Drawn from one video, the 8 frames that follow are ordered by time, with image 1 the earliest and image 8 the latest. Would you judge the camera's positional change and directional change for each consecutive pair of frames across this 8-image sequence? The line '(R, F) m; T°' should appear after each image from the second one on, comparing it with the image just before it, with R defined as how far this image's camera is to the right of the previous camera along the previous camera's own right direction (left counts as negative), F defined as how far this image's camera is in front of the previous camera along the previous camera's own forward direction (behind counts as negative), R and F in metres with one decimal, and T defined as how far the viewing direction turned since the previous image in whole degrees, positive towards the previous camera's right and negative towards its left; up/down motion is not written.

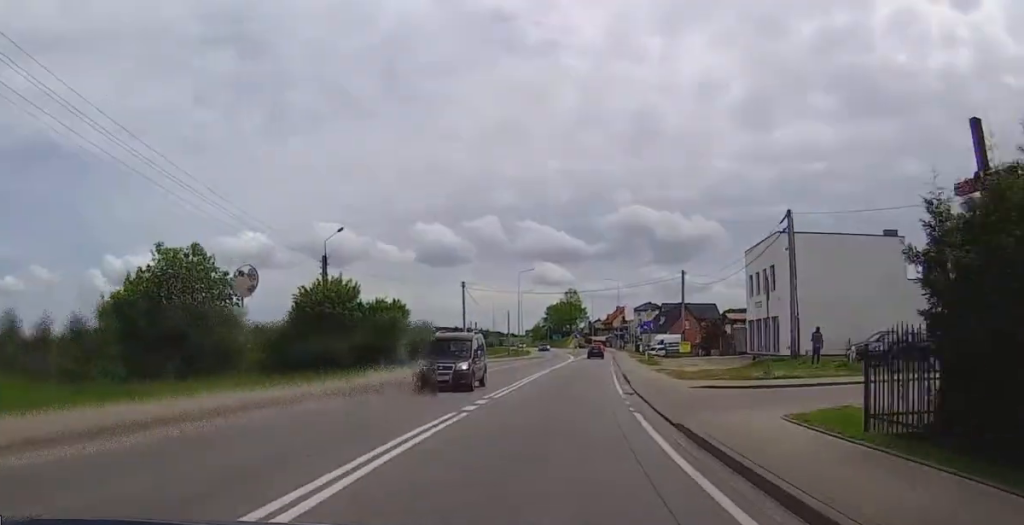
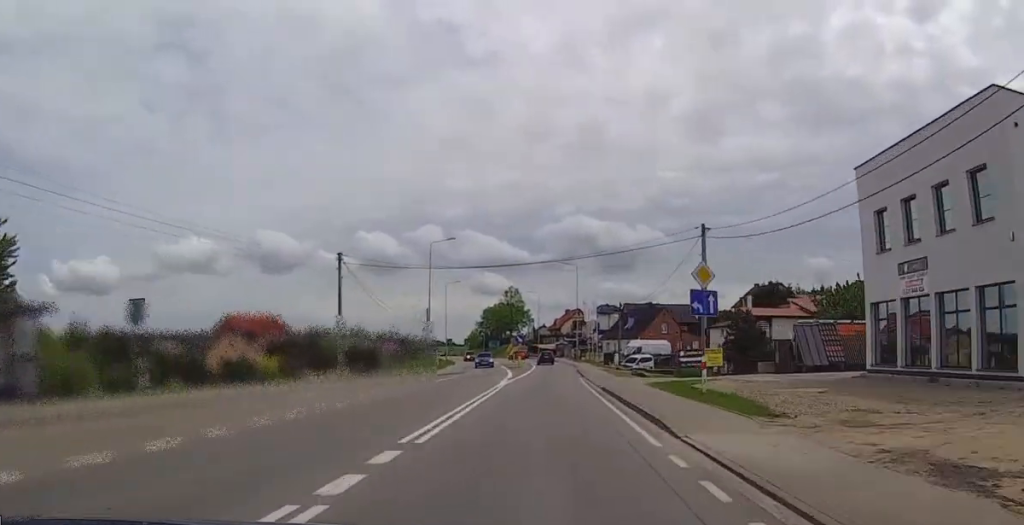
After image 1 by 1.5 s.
(0.0, +32.9) m; 0°
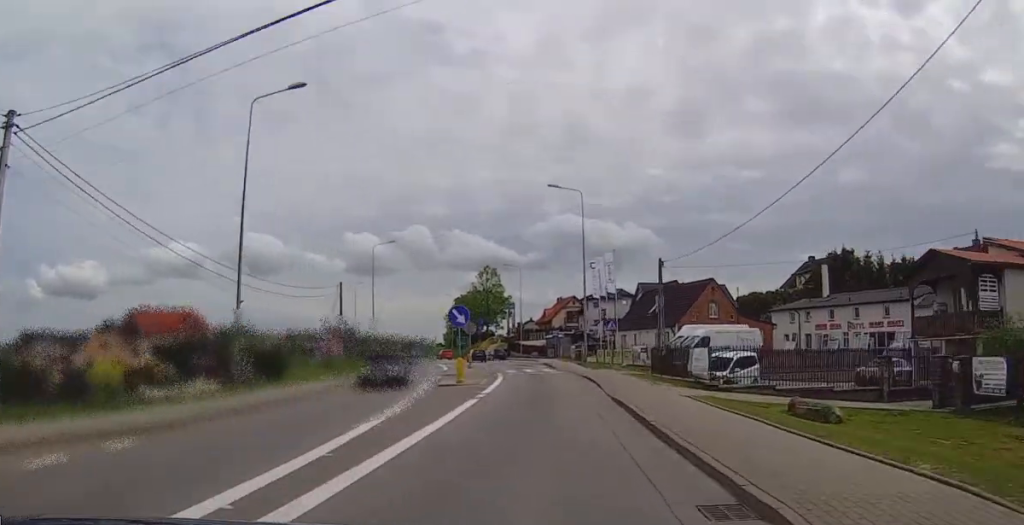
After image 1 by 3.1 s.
(0.0, +37.7) m; 0°
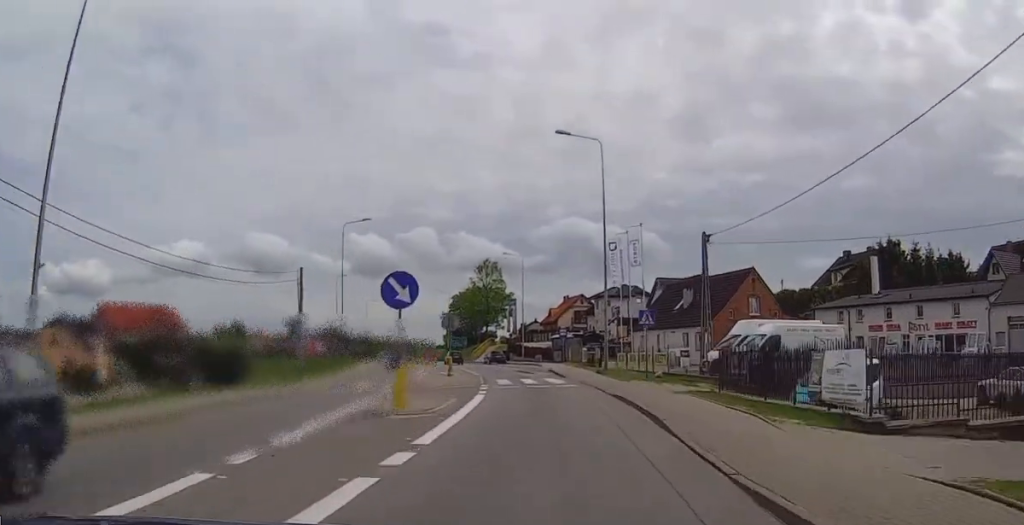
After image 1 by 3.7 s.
(0.0, +12.1) m; 0°
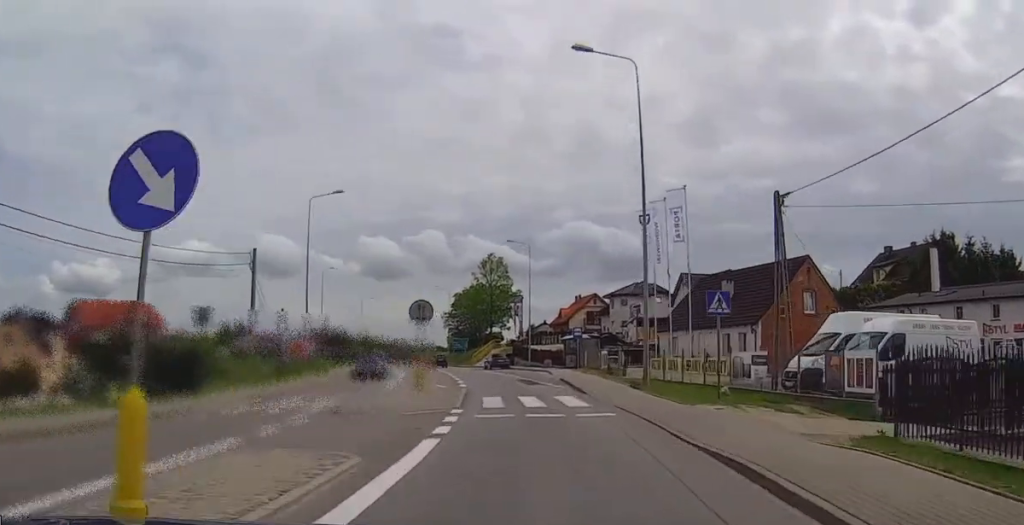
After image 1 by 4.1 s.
(0.0, +10.5) m; 0°
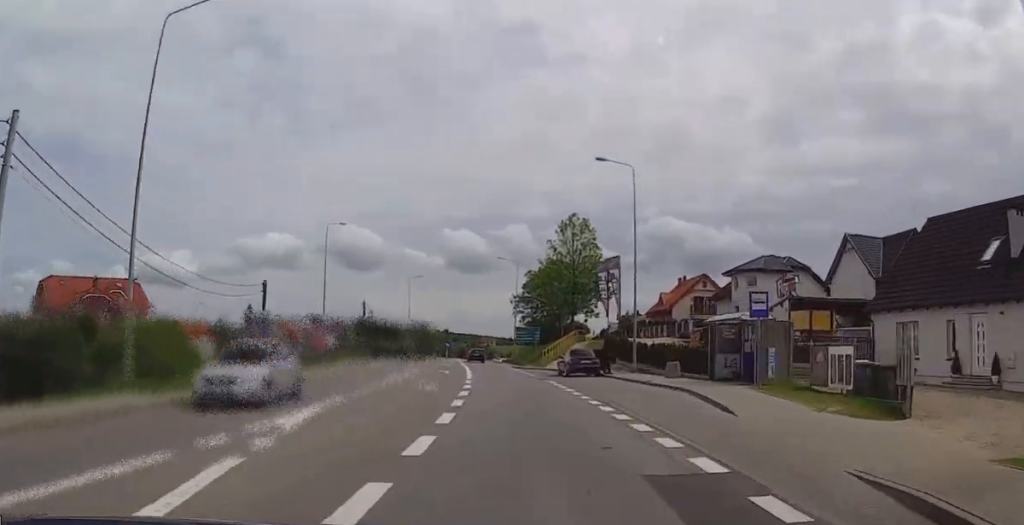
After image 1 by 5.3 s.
(0.0, +26.9) m; -1°
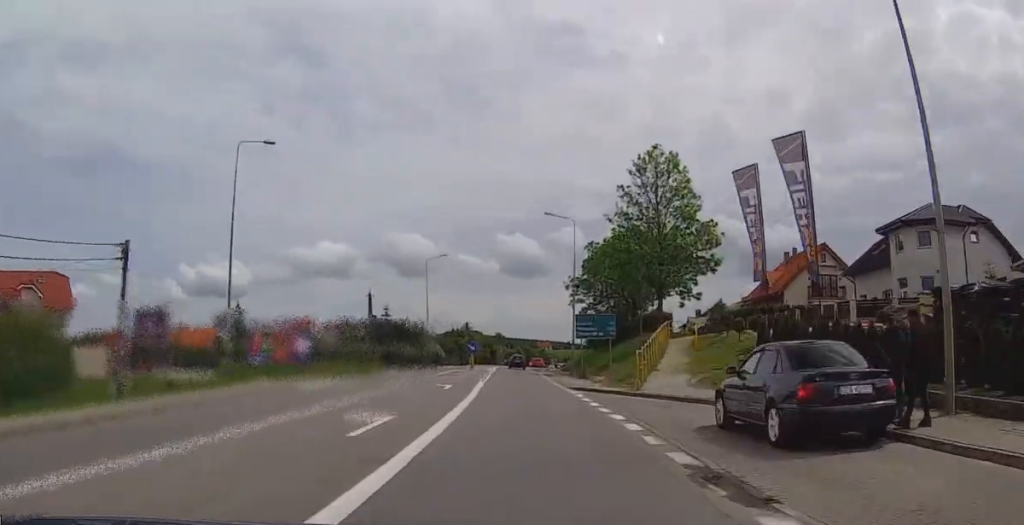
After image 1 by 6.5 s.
(-0.8, +26.0) m; -5°
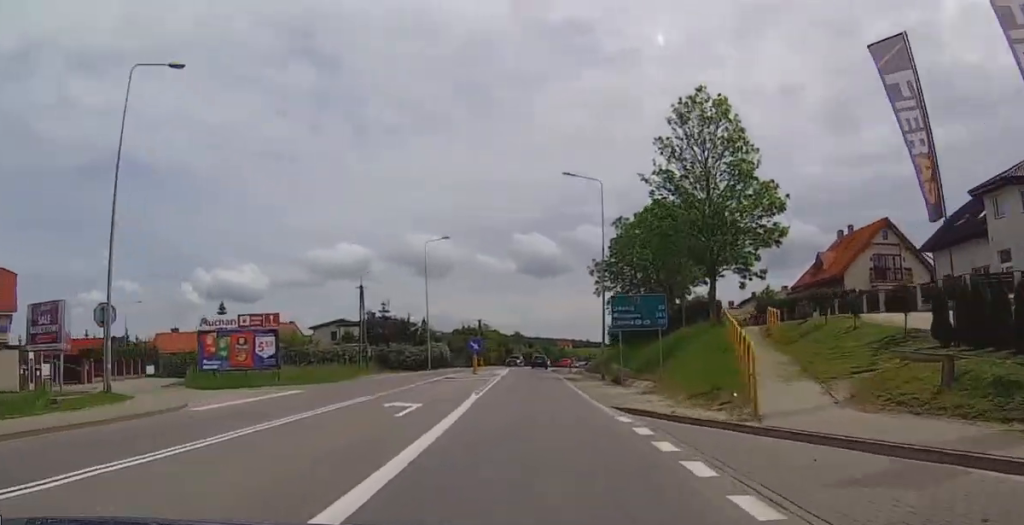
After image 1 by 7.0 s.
(-0.5, +11.4) m; -2°
